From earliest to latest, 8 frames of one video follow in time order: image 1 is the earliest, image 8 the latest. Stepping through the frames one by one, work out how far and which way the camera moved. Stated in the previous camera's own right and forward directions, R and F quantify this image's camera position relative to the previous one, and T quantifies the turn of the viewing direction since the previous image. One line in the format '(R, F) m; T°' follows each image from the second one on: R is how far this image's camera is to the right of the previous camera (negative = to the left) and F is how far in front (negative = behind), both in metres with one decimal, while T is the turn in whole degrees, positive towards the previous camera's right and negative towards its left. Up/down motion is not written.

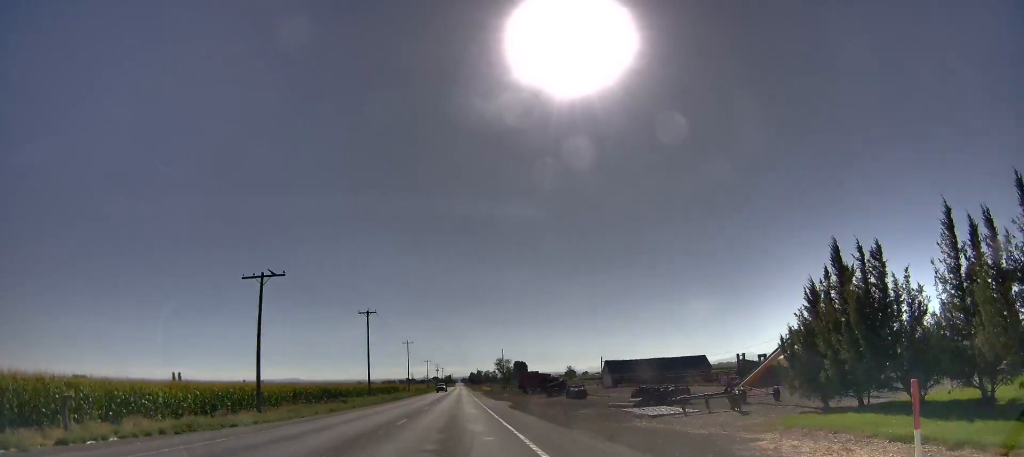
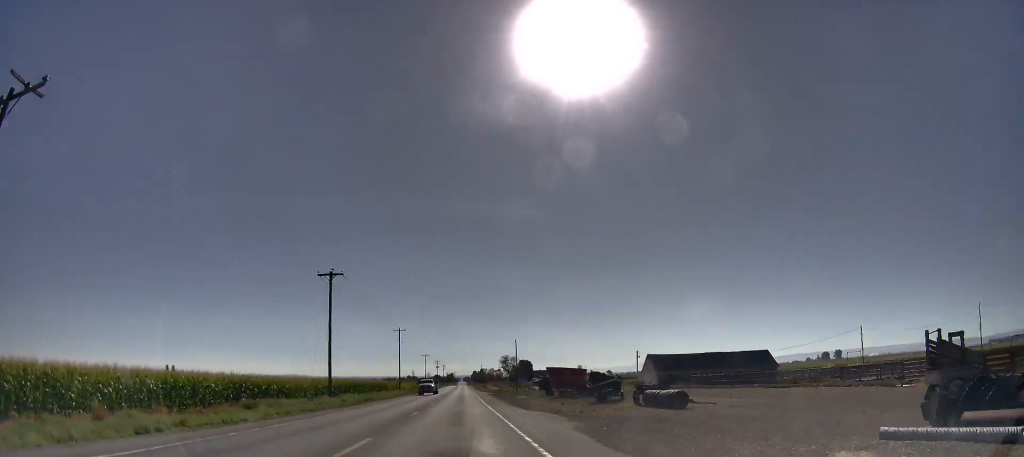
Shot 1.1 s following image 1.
(-0.8, +25.7) m; -1°
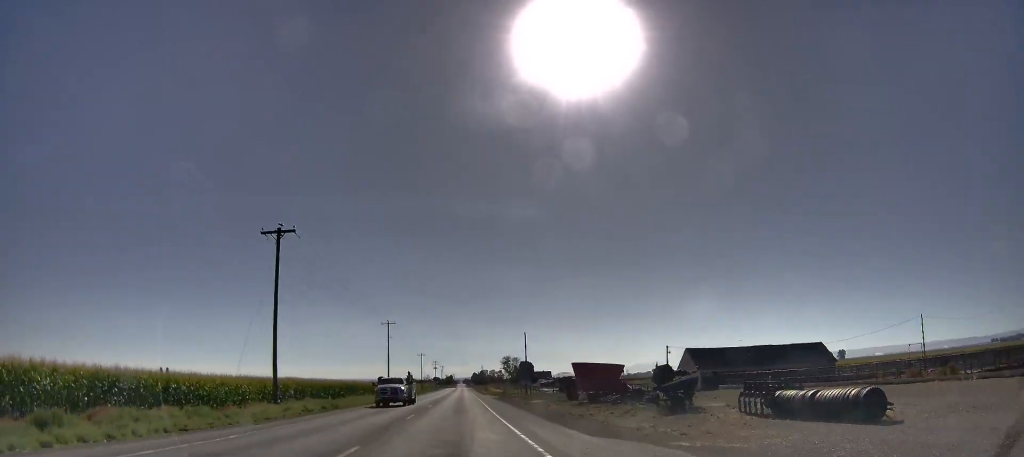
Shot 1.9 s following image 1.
(-0.1, +16.6) m; +1°
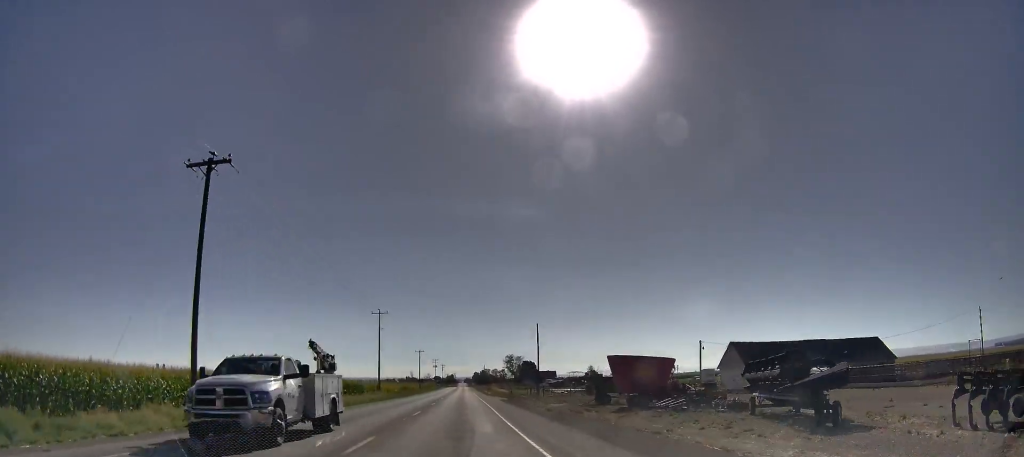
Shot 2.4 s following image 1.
(+0.4, +12.9) m; +2°
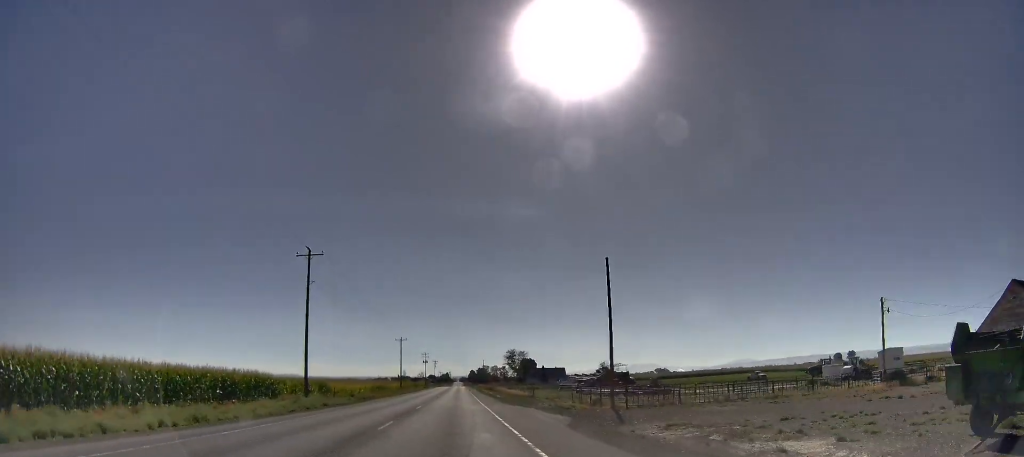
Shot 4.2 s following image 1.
(+0.2, +39.4) m; 0°
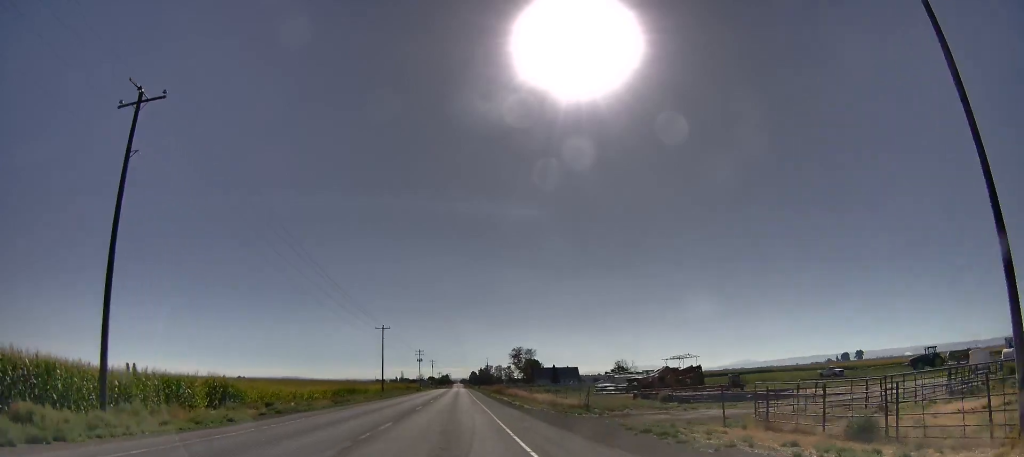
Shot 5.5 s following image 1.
(0.0, +29.7) m; 0°
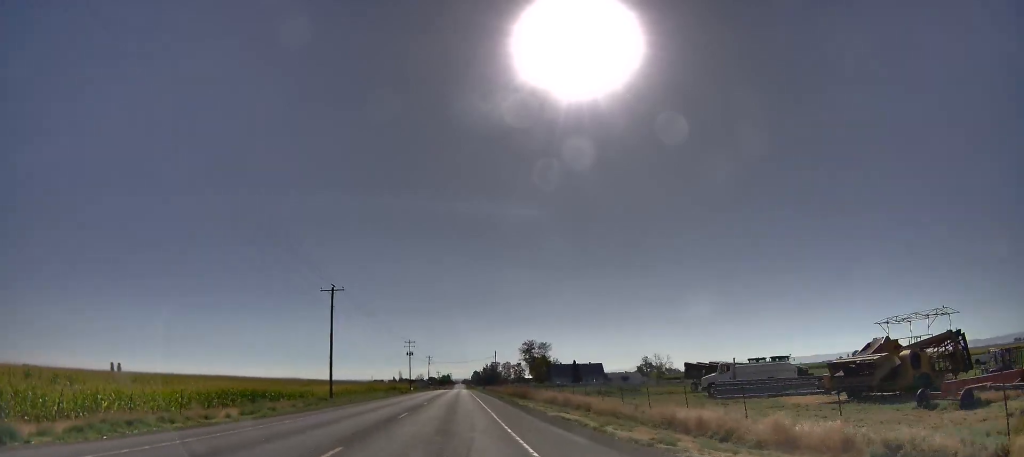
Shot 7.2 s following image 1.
(0.0, +39.3) m; 0°
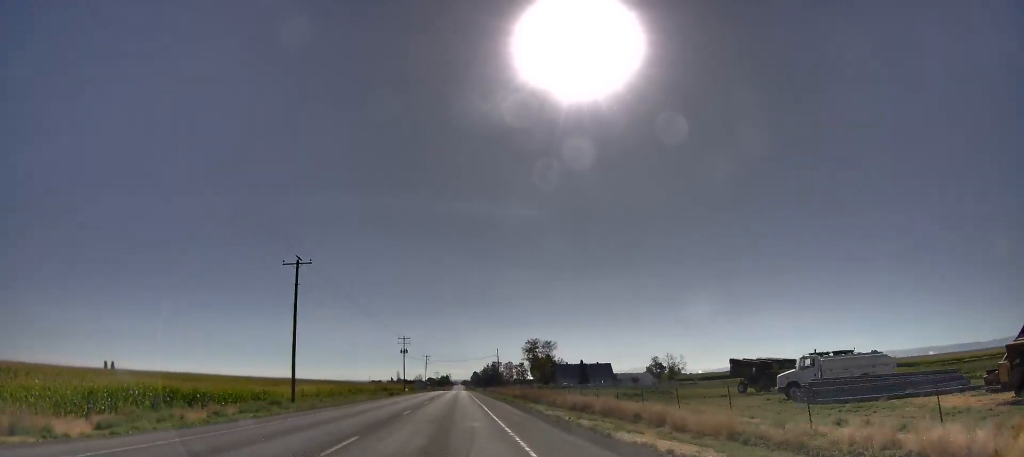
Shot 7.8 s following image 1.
(0.0, +12.8) m; 0°
